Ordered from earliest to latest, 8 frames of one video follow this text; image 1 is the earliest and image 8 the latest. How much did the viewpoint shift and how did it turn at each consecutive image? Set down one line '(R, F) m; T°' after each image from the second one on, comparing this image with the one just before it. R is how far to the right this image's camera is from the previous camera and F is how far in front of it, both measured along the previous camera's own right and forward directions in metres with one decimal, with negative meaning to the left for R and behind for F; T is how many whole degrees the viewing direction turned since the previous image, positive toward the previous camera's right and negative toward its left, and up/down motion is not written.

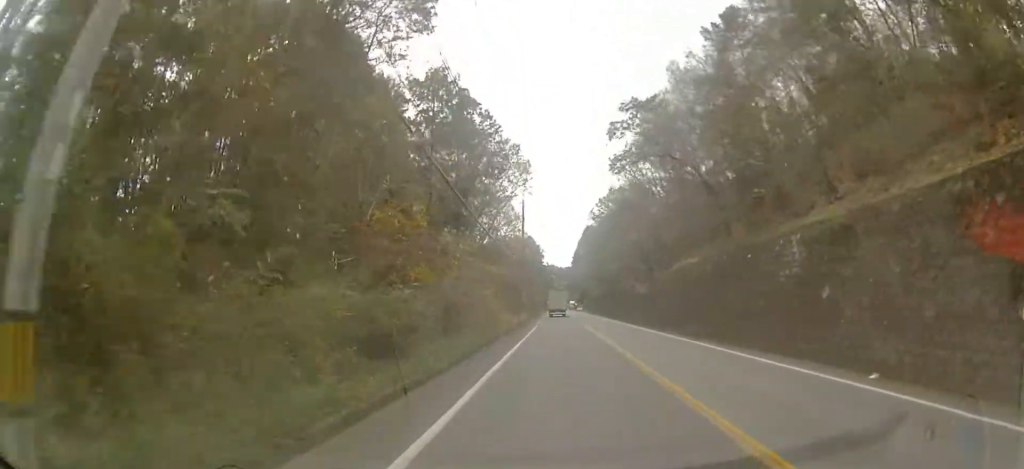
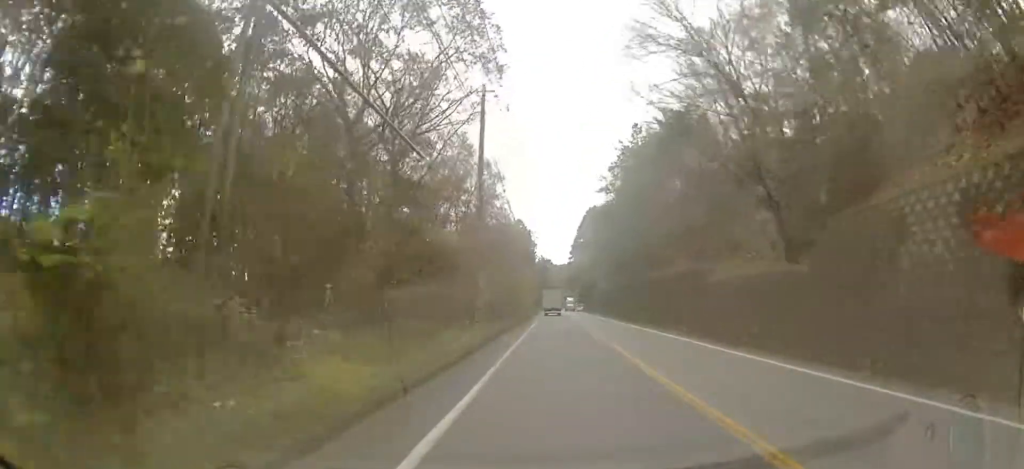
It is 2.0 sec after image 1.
(+0.3, +26.6) m; +2°
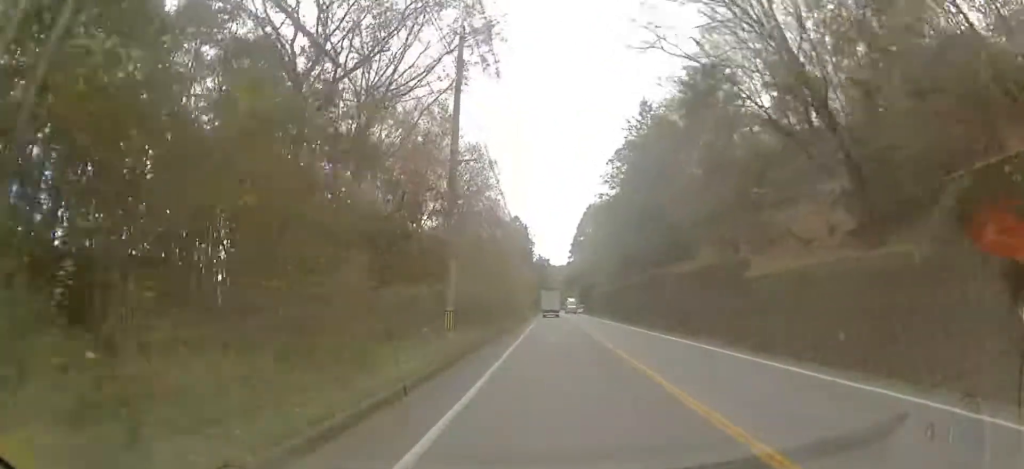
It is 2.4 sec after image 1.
(0.0, +6.2) m; +1°
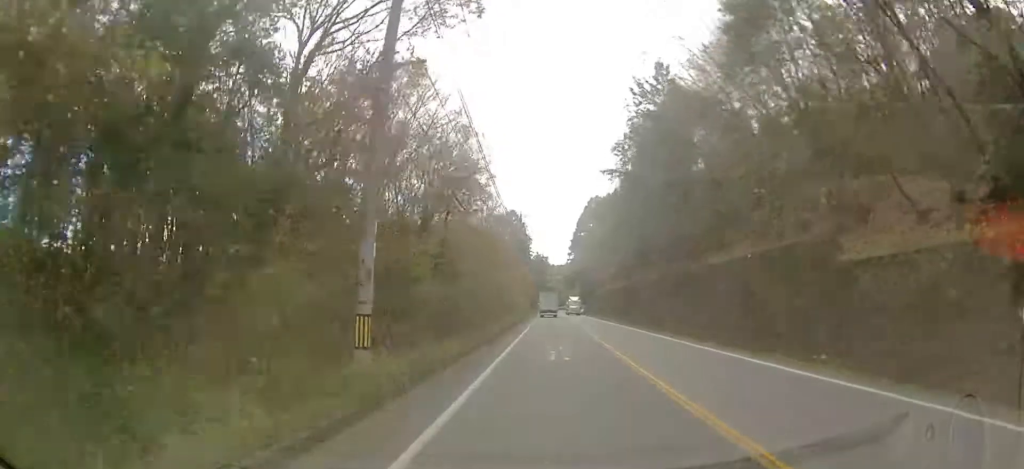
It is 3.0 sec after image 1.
(+0.1, +7.0) m; 0°
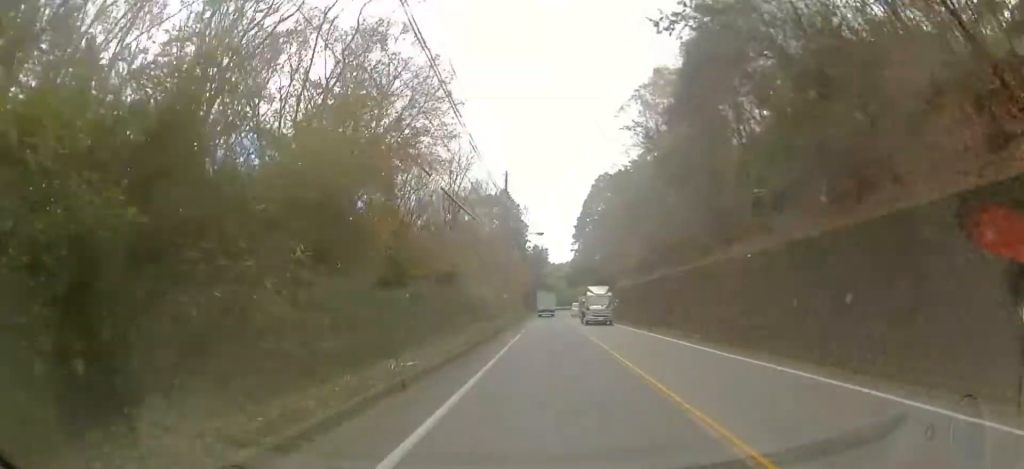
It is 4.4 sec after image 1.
(0.0, +18.4) m; 0°
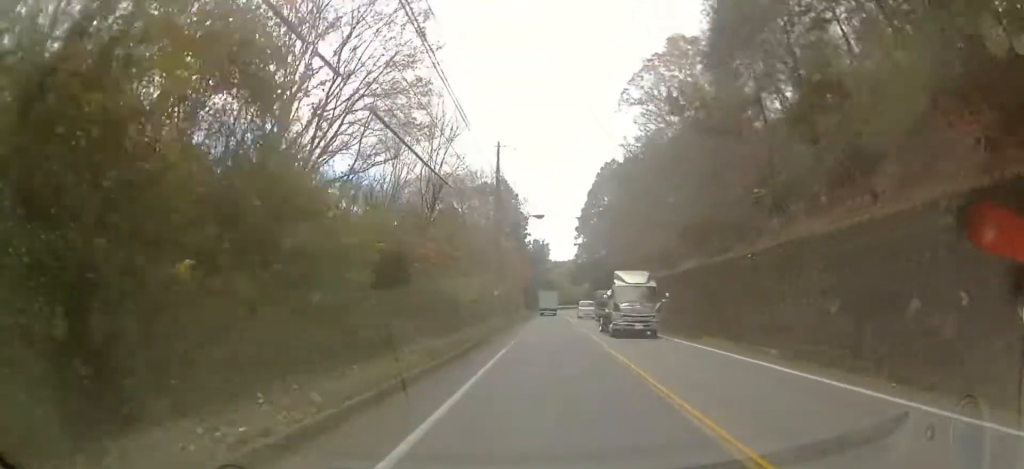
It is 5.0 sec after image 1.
(0.0, +7.1) m; 0°
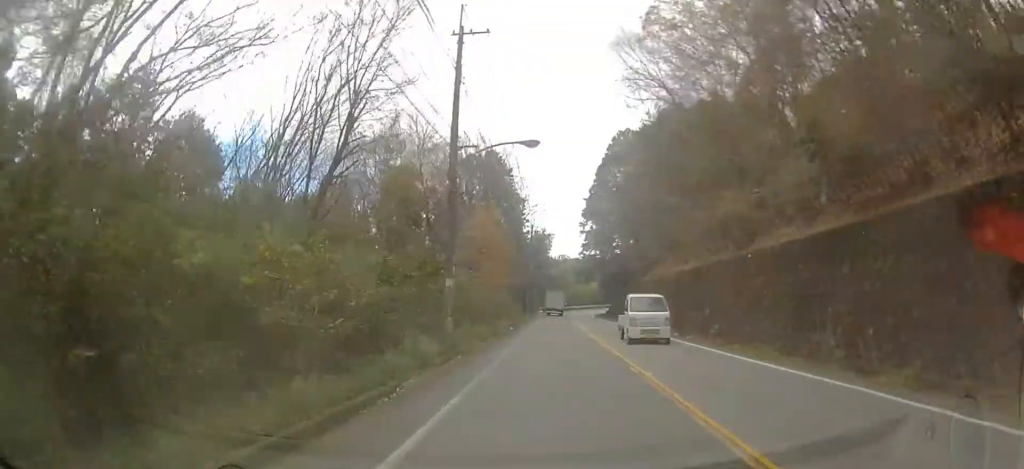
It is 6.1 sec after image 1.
(-0.1, +14.0) m; 0°
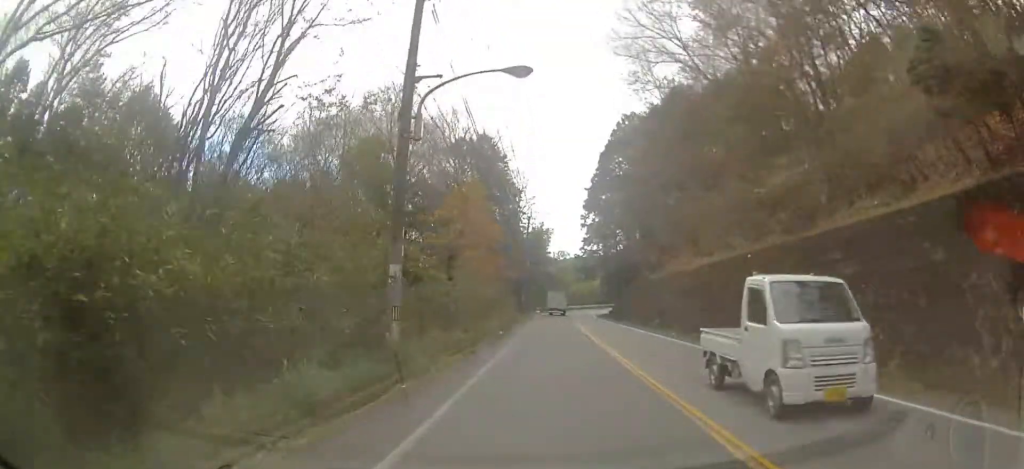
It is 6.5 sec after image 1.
(-0.1, +5.8) m; 0°
